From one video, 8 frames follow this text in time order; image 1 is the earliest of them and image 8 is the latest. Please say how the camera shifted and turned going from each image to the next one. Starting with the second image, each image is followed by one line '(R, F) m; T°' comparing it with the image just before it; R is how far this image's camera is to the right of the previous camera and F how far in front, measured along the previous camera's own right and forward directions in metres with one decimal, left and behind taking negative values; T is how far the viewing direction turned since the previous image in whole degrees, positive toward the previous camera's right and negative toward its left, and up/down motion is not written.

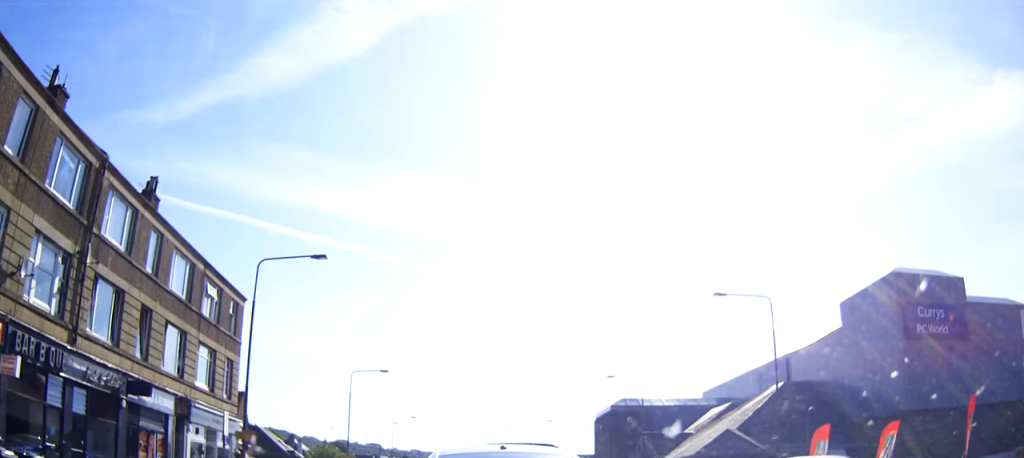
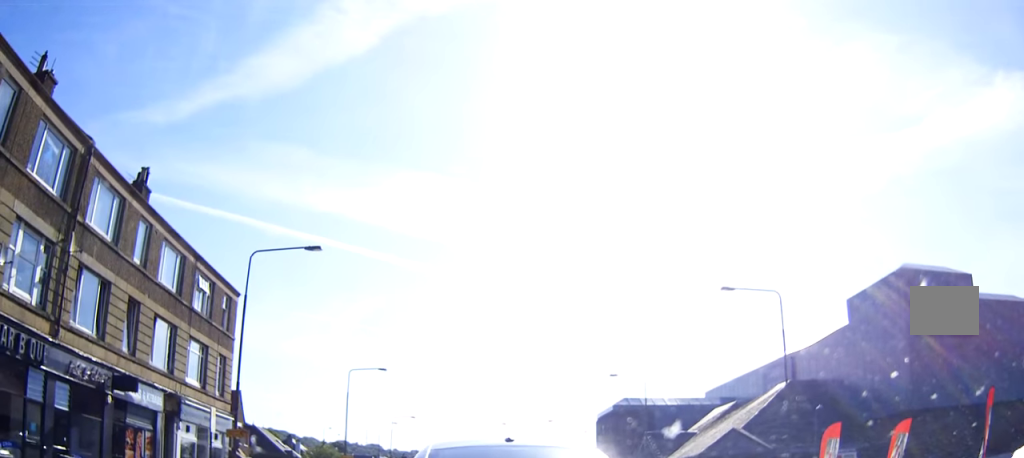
(0.0, +1.2) m; 0°
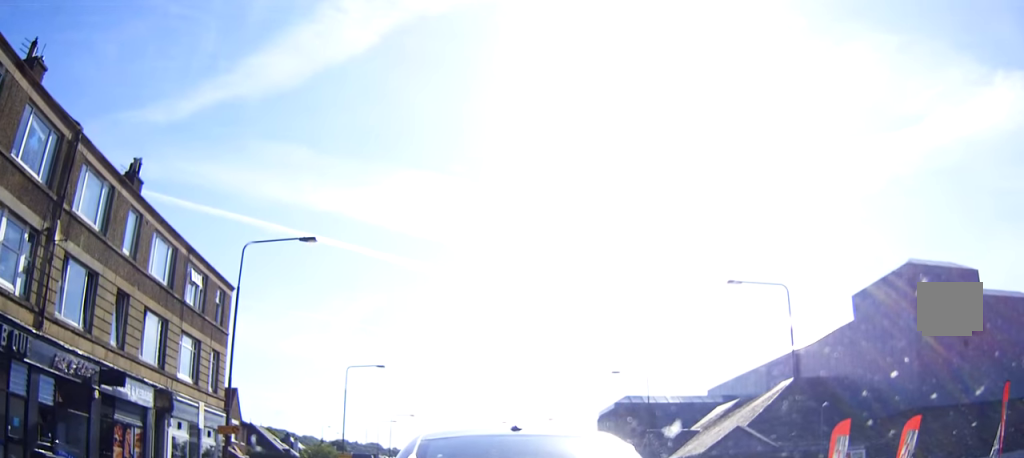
(0.0, +1.4) m; 0°
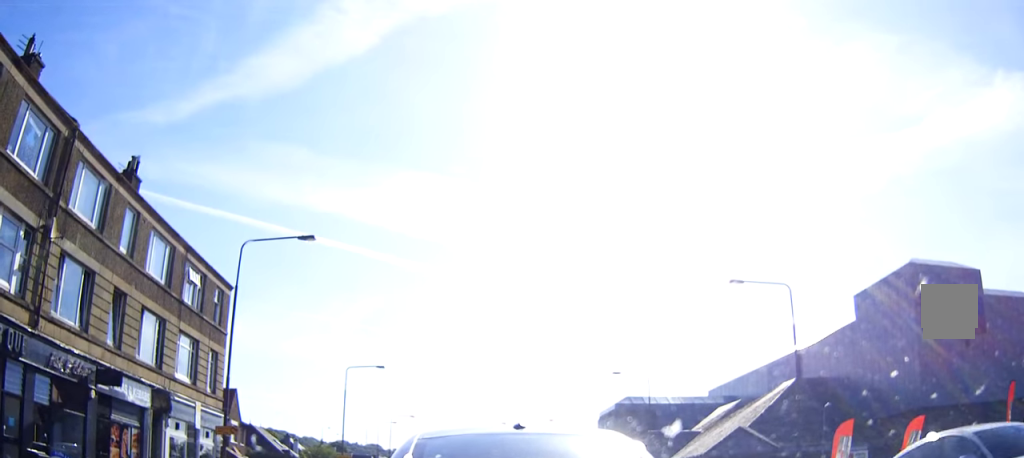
(+0.1, +0.5) m; 0°
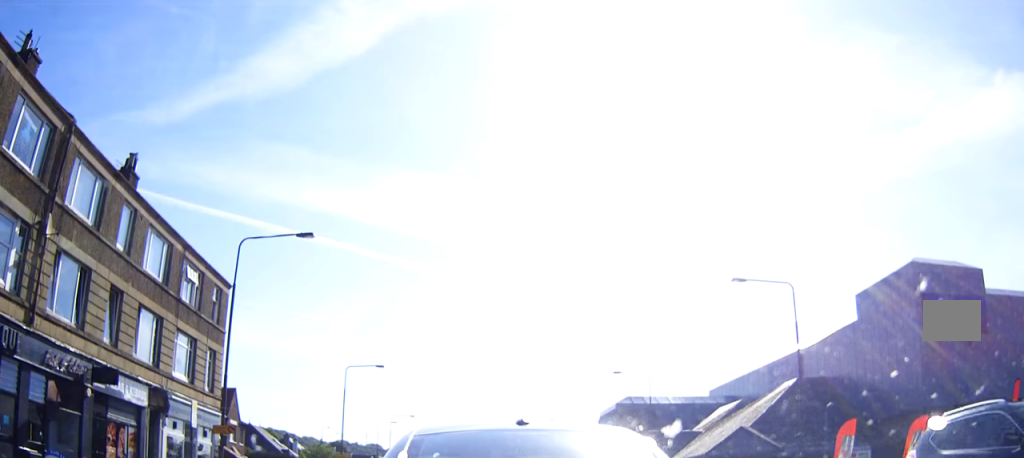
(0.0, +0.7) m; 0°
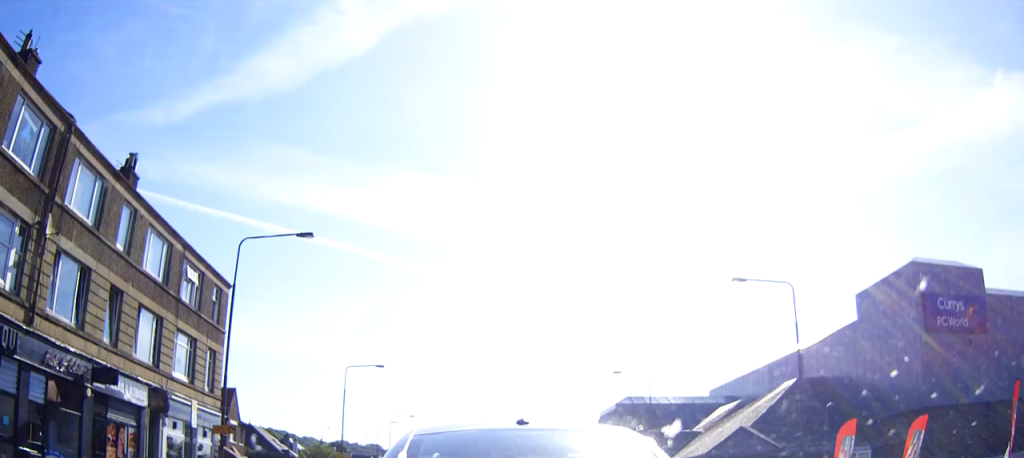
(0.0, +0.8) m; 0°
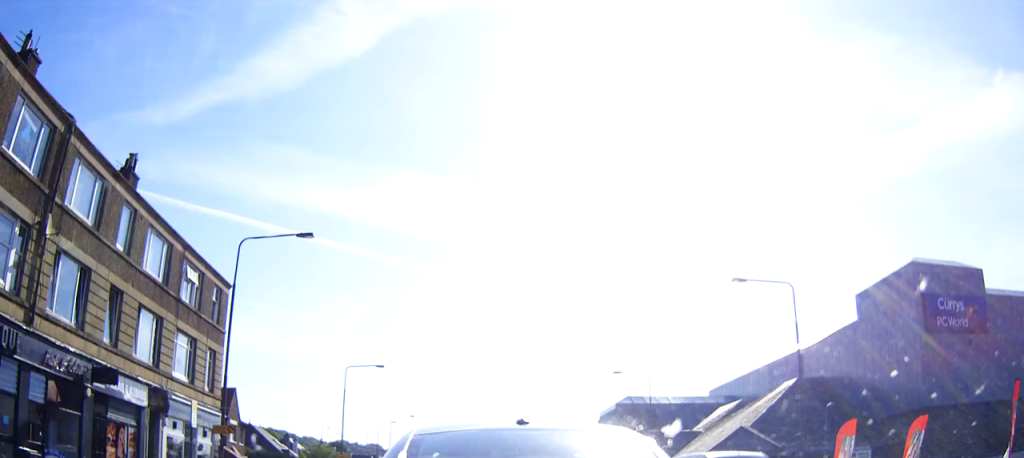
(0.0, +0.2) m; 0°
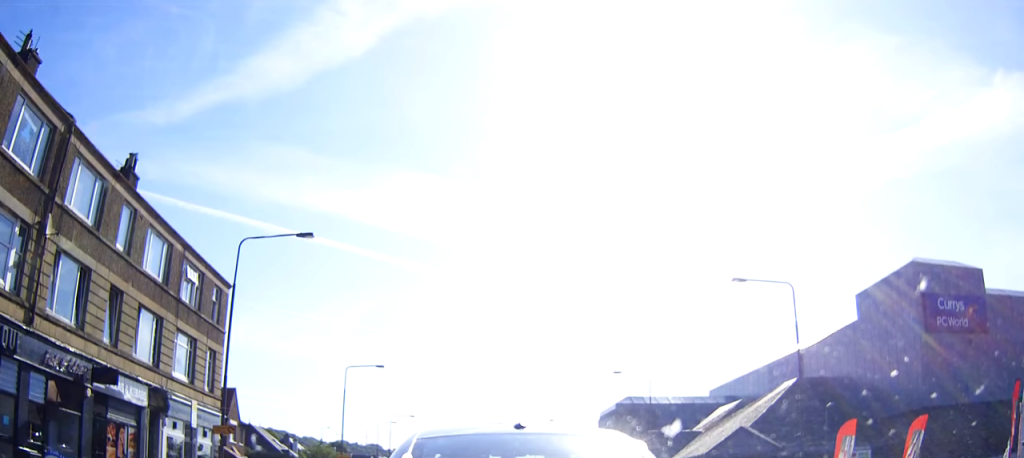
(0.0, +0.4) m; 0°
